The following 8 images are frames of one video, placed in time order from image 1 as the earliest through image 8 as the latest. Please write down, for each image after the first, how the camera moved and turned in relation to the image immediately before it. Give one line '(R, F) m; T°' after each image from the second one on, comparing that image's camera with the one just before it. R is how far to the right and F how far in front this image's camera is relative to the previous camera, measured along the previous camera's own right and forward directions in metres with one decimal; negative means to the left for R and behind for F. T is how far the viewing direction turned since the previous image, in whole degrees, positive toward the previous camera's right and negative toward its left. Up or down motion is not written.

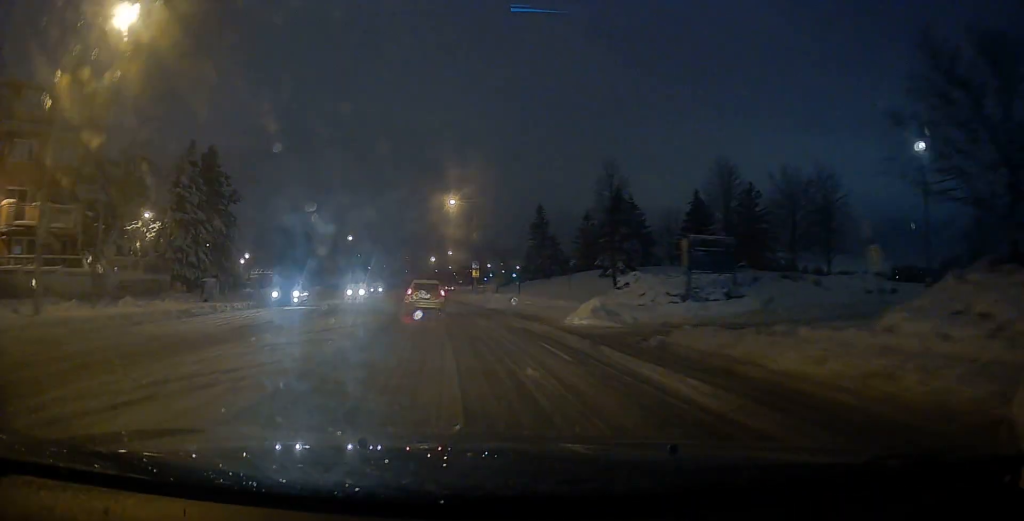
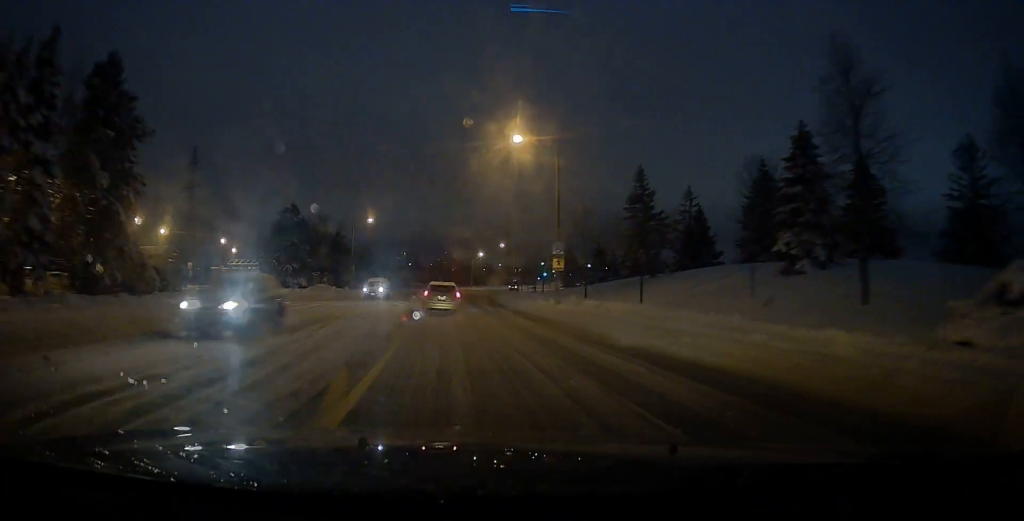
(-2.8, +23.9) m; -8°
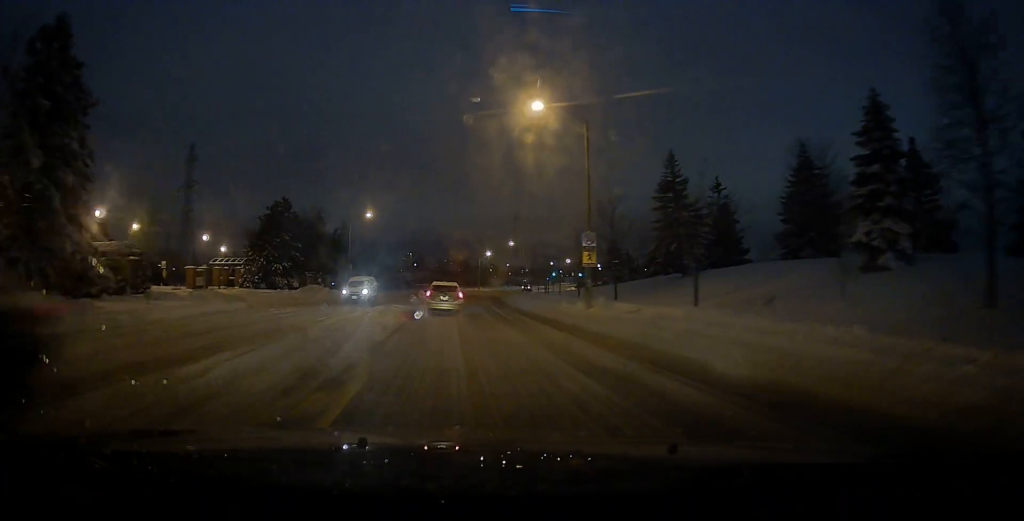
(0.0, +6.0) m; 0°
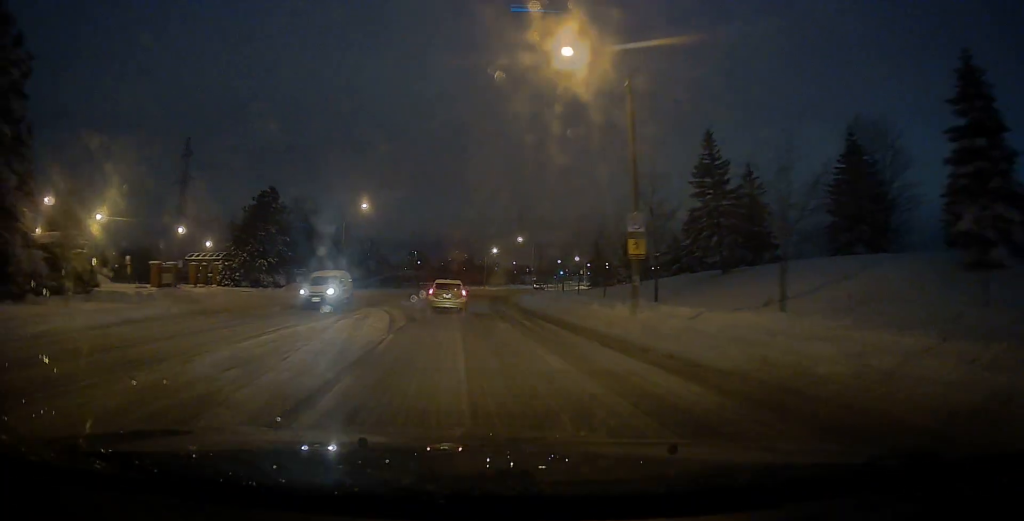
(0.0, +6.0) m; 0°
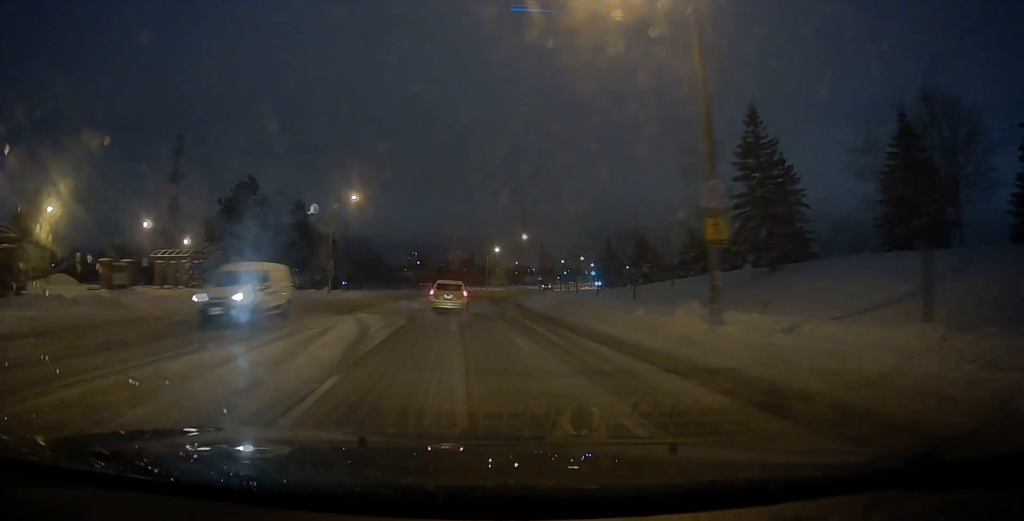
(0.0, +6.2) m; 0°
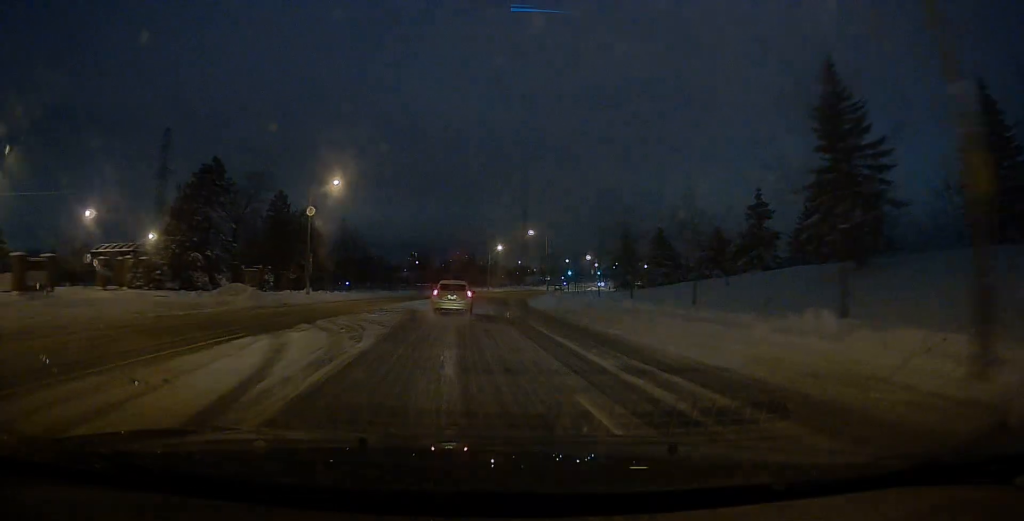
(0.0, +8.0) m; 0°
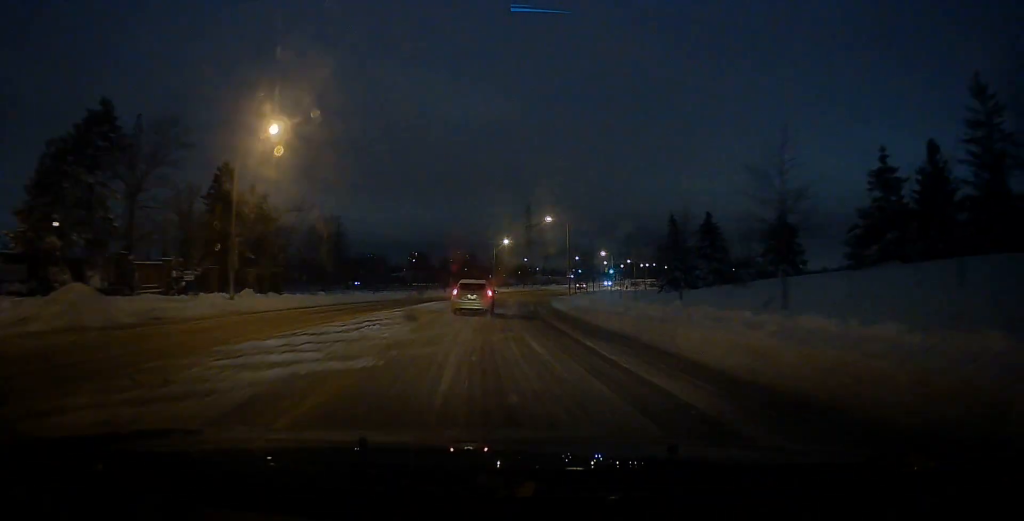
(0.0, +16.3) m; 0°
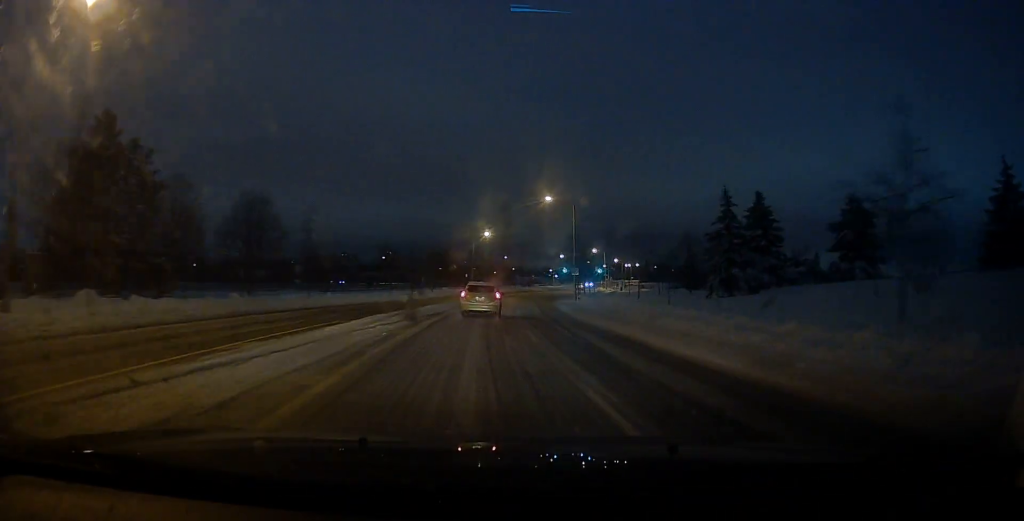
(0.0, +16.7) m; 0°
